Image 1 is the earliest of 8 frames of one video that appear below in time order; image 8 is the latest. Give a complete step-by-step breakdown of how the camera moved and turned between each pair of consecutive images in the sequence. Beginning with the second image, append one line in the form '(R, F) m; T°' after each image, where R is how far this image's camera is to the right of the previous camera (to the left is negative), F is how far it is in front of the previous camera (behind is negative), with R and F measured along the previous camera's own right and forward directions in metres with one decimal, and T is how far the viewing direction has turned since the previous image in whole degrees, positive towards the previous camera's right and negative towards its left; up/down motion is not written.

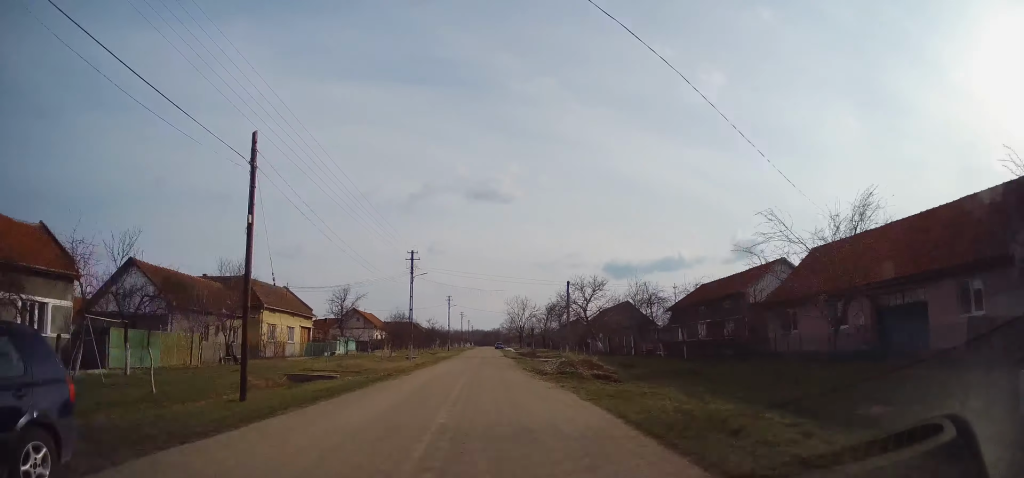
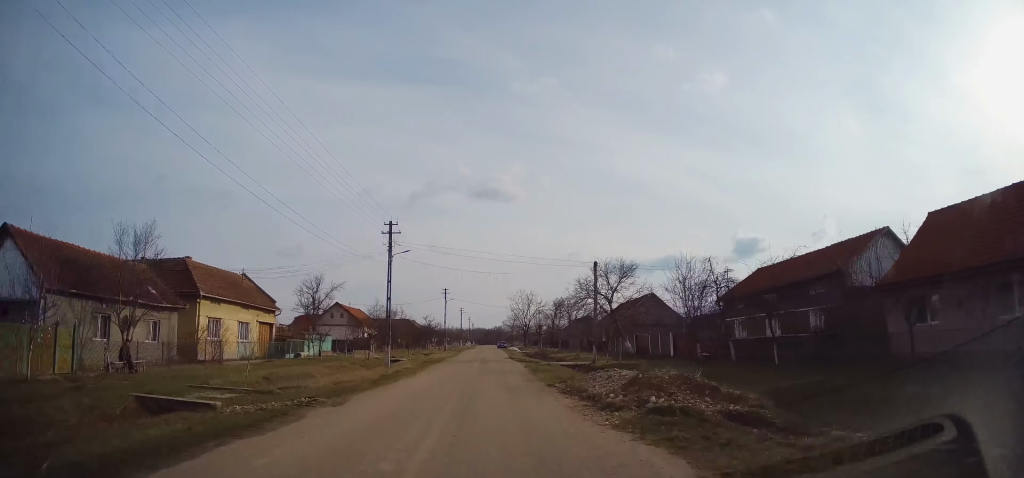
(+0.1, +9.9) m; +1°
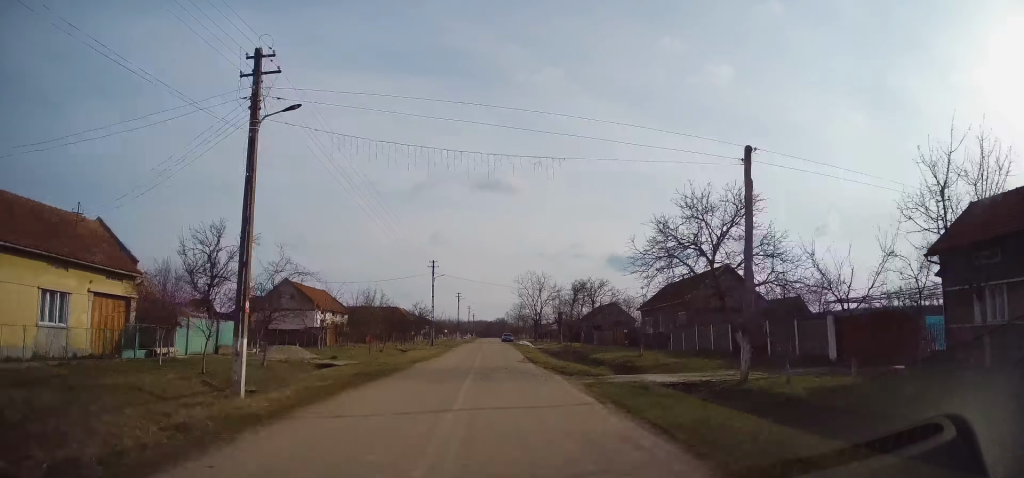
(+0.2, +18.8) m; +1°
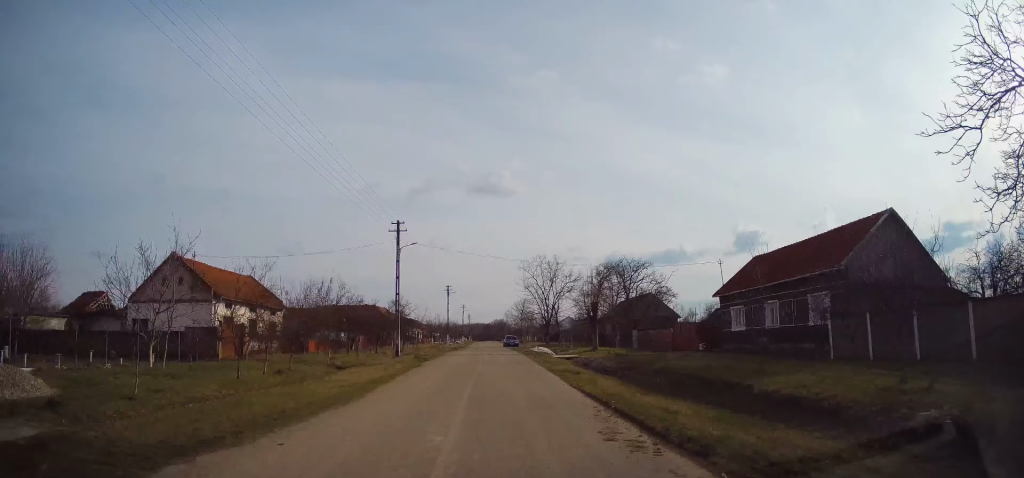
(0.0, +19.5) m; -1°
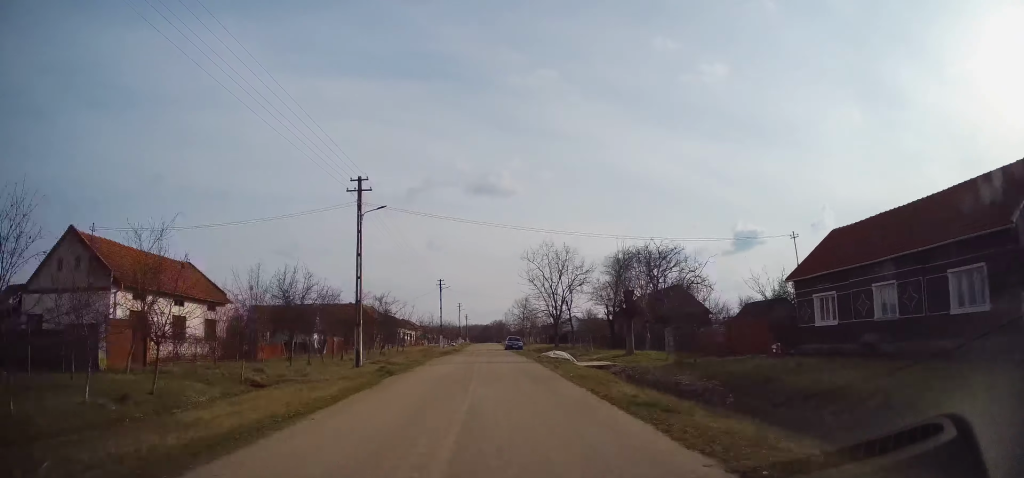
(-0.2, +9.6) m; 0°
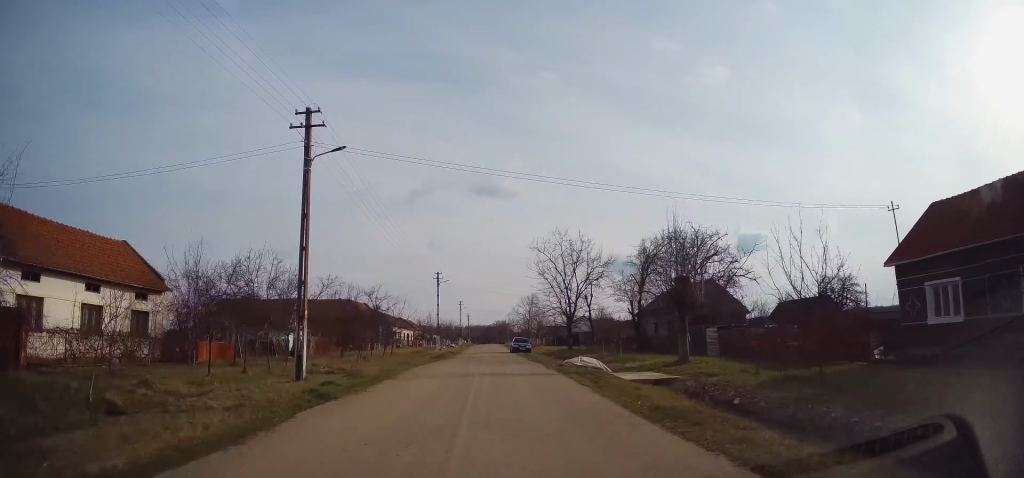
(-0.2, +7.5) m; 0°
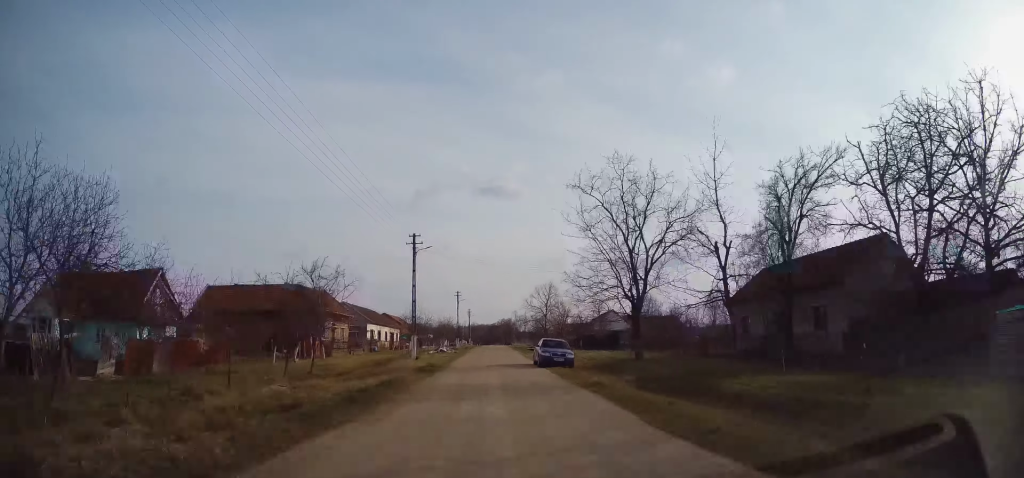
(+0.2, +21.3) m; 0°
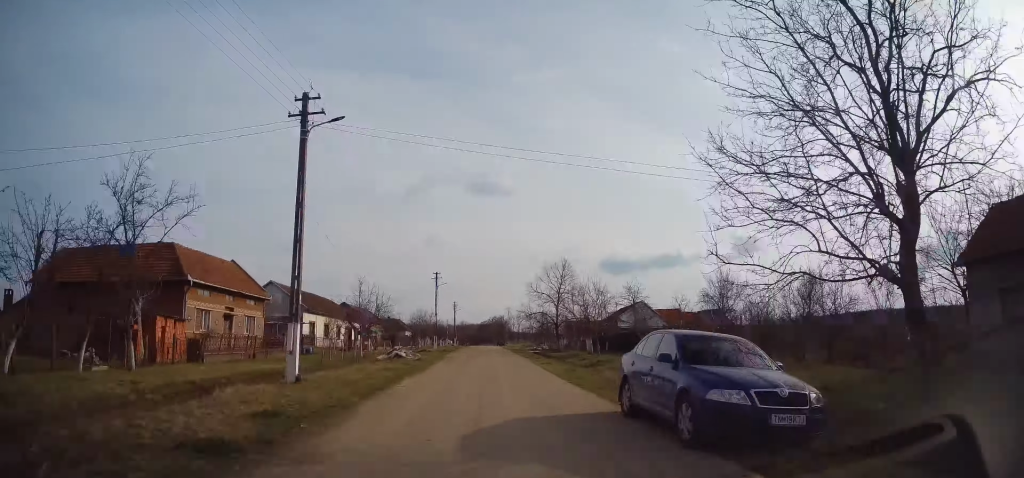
(0.0, +20.9) m; +1°
